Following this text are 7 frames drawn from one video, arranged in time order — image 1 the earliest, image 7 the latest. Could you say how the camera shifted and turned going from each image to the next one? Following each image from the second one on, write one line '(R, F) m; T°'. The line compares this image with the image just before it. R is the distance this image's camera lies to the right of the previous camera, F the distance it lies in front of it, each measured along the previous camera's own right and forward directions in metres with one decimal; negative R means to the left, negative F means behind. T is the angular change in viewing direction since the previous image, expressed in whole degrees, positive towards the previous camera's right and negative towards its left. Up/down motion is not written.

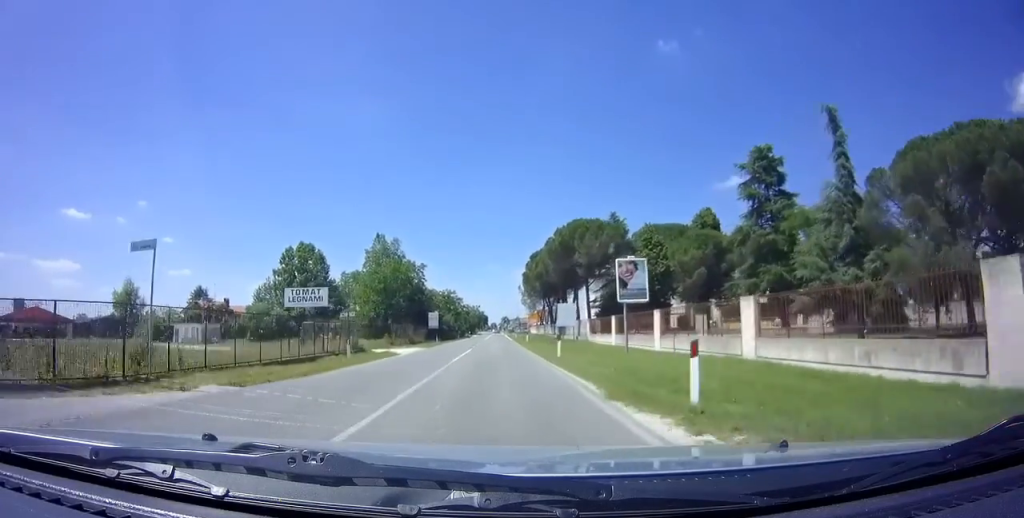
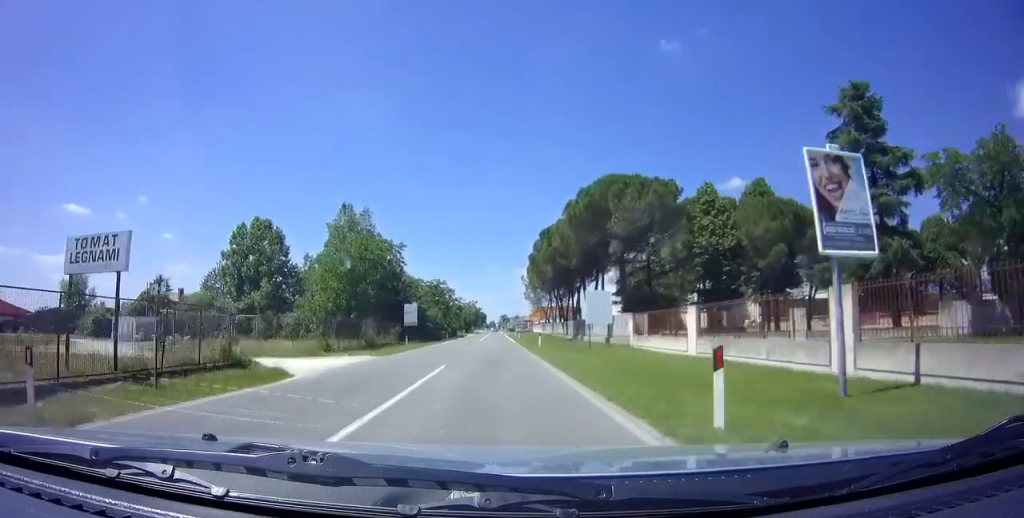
(-0.2, +16.9) m; 0°
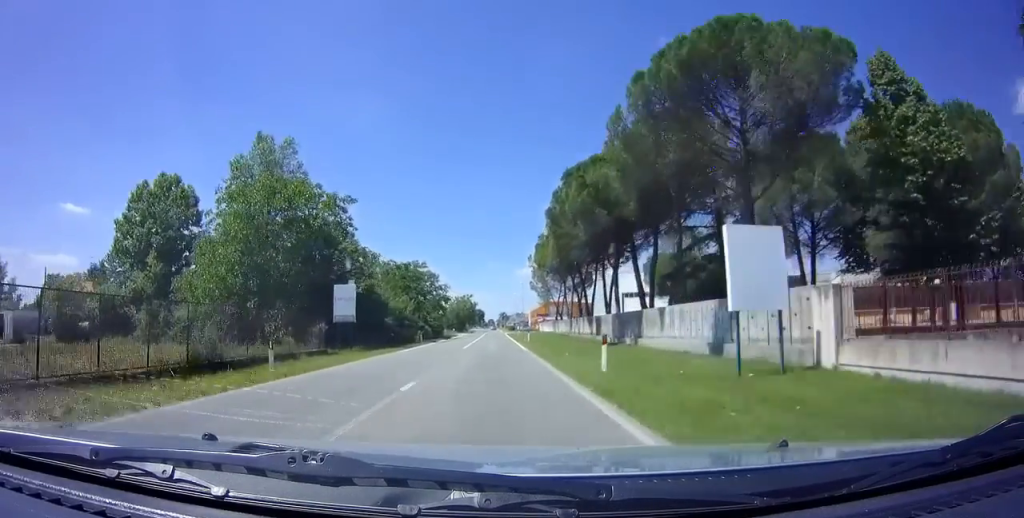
(0.0, +20.6) m; 0°
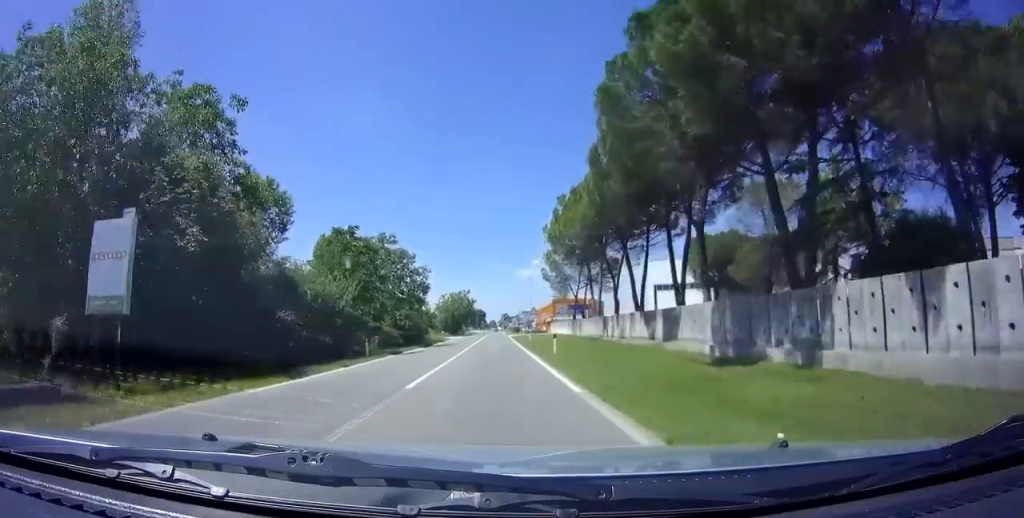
(+0.1, +18.0) m; 0°
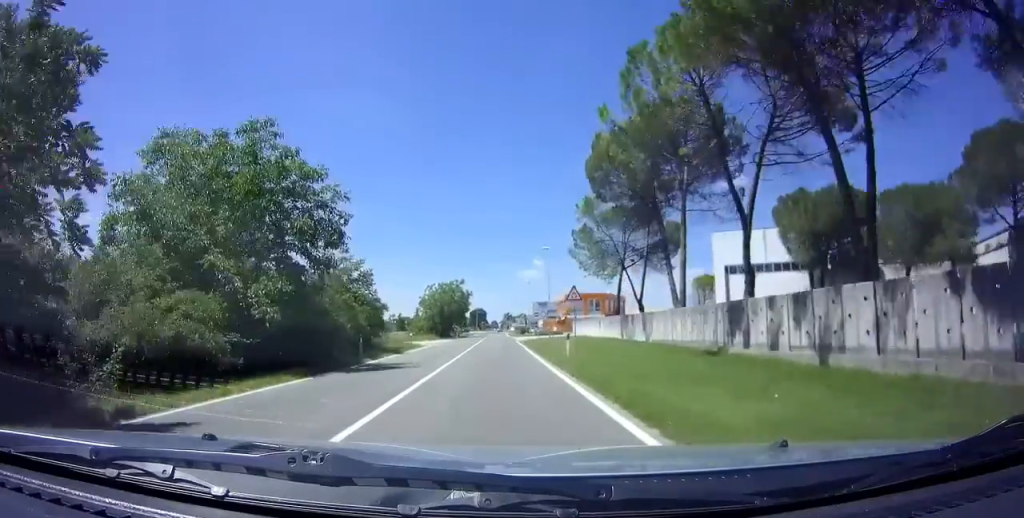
(+0.2, +23.0) m; 0°
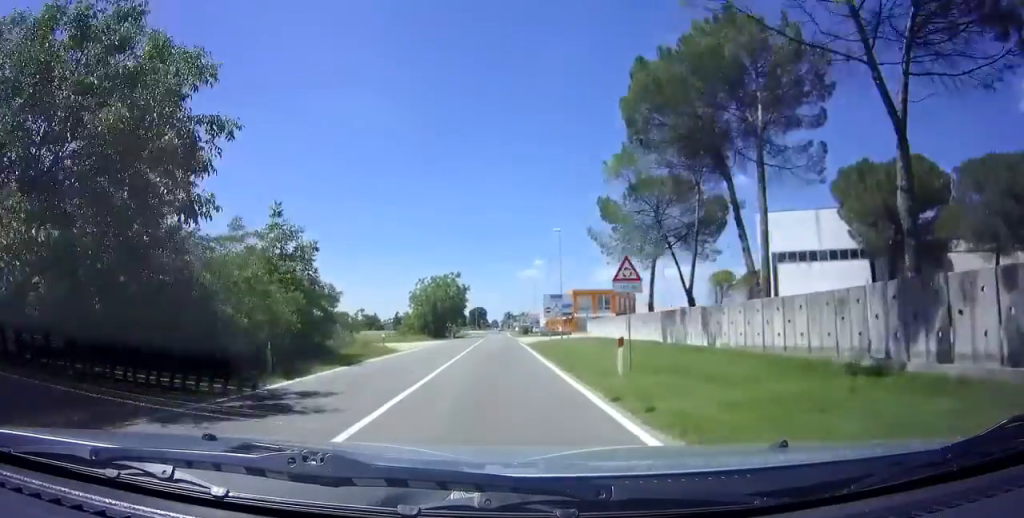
(0.0, +10.6) m; 0°
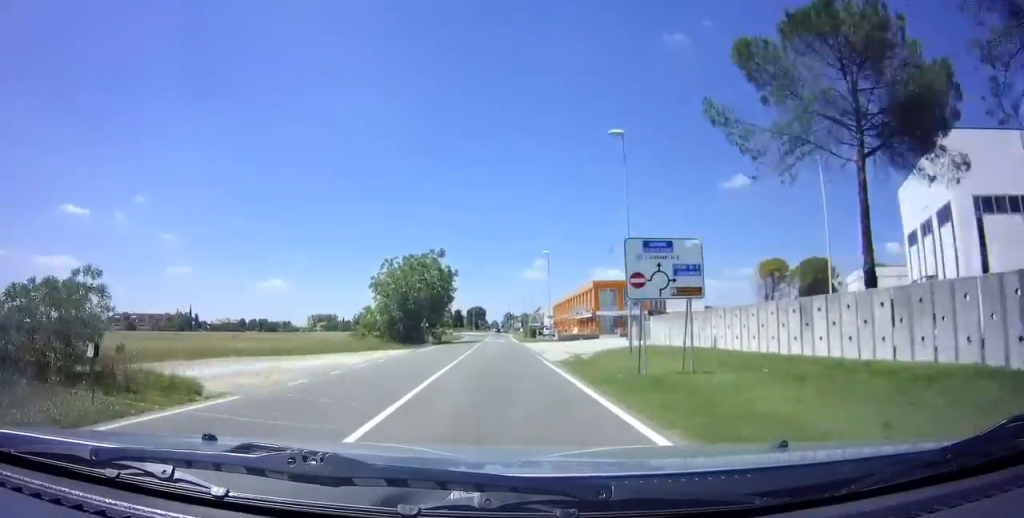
(-0.2, +20.3) m; -1°
